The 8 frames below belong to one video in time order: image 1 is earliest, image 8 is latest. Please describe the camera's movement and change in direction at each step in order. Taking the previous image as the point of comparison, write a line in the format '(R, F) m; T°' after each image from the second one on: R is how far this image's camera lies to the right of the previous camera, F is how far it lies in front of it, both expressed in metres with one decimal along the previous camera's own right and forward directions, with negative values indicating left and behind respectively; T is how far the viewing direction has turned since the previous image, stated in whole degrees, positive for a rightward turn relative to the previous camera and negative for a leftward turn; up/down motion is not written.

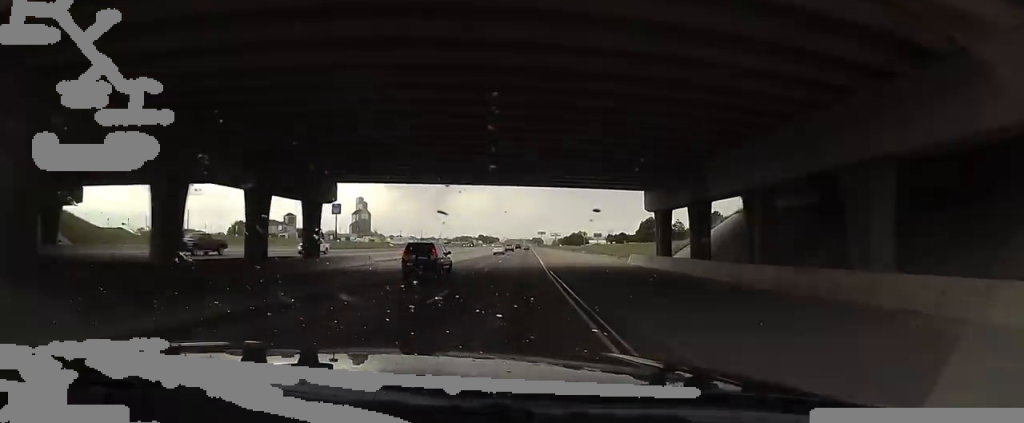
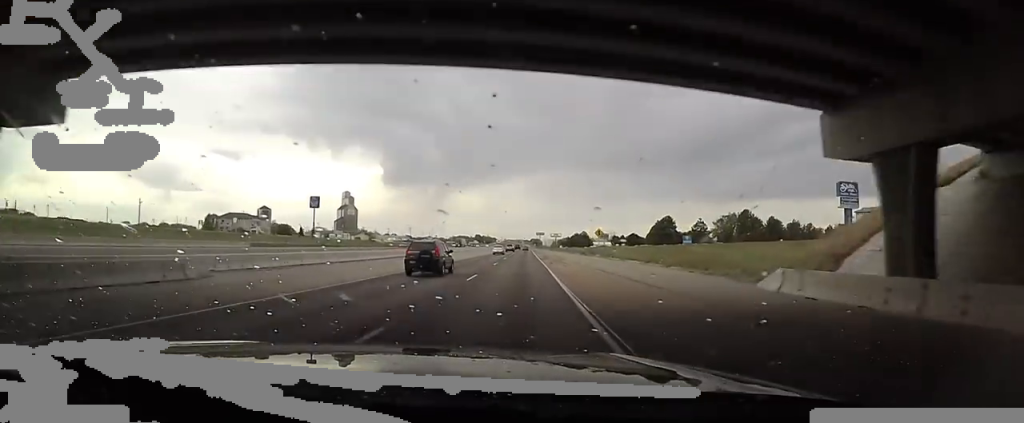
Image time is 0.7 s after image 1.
(0.0, +22.6) m; +2°
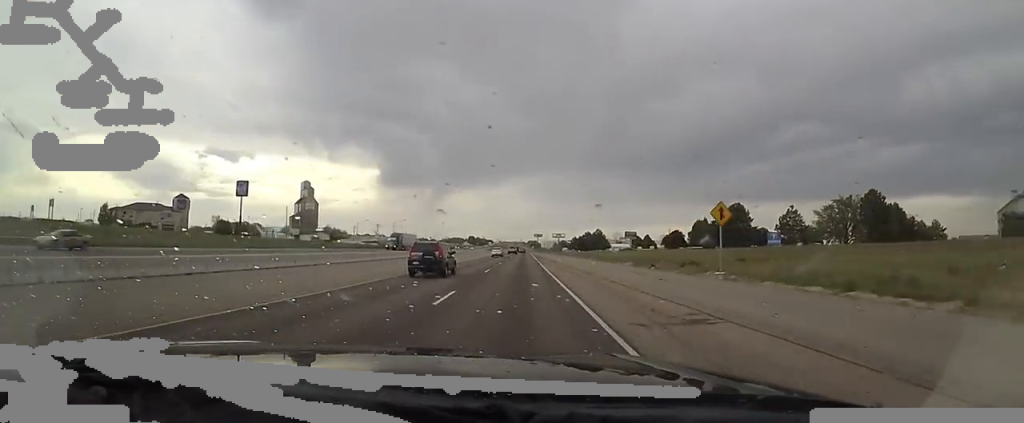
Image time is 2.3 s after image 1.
(+1.3, +53.2) m; +1°
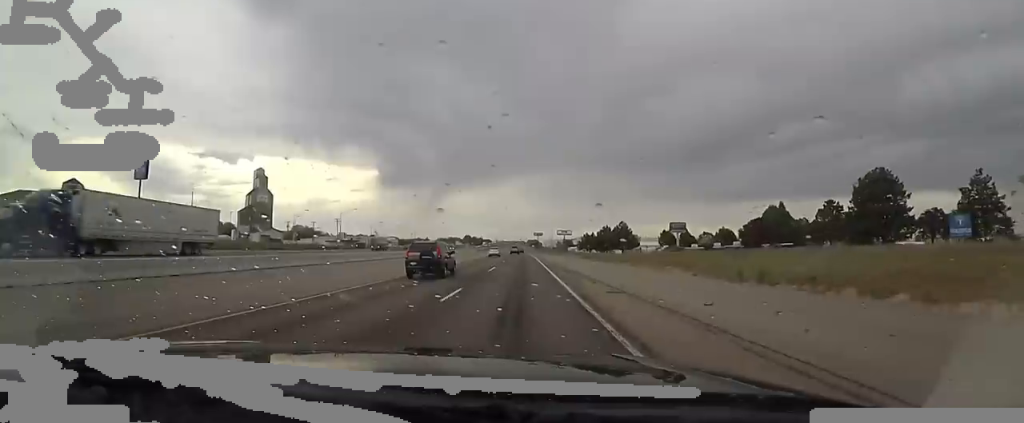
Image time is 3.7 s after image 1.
(+0.2, +44.6) m; 0°
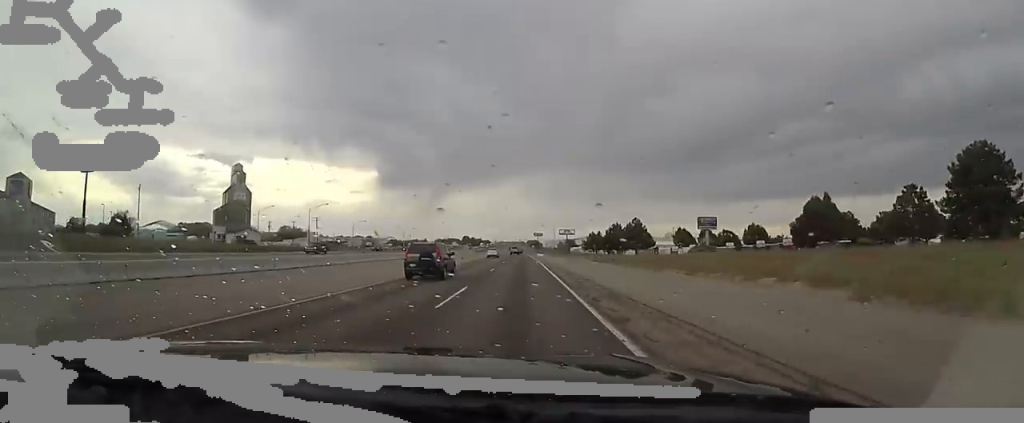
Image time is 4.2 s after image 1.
(+0.2, +16.4) m; -1°
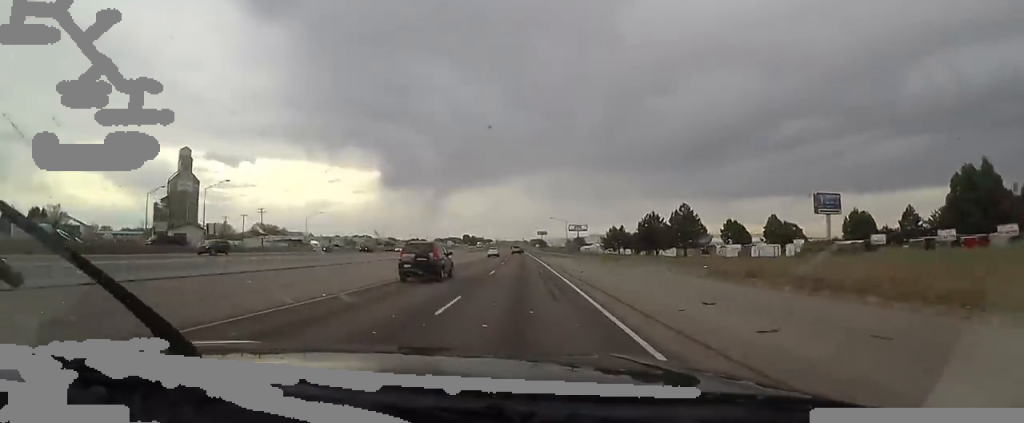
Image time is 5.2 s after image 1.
(-1.4, +34.1) m; -2°
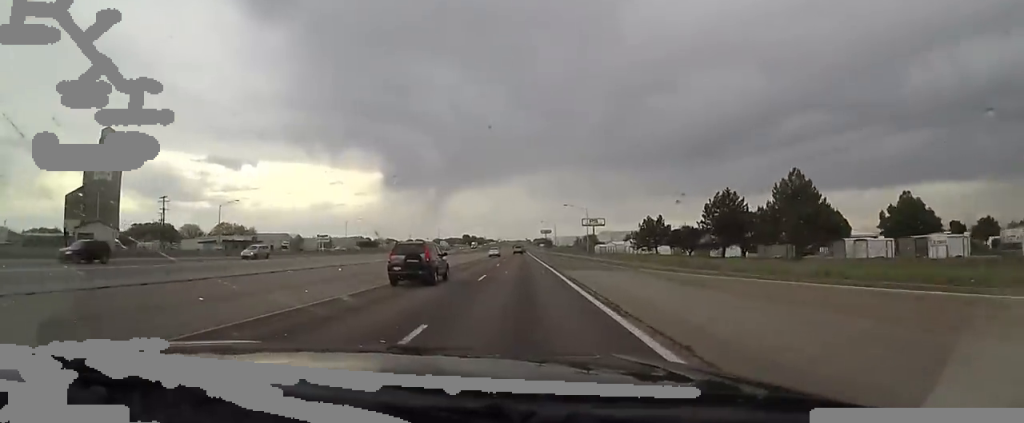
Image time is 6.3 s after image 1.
(+0.5, +35.3) m; +2°
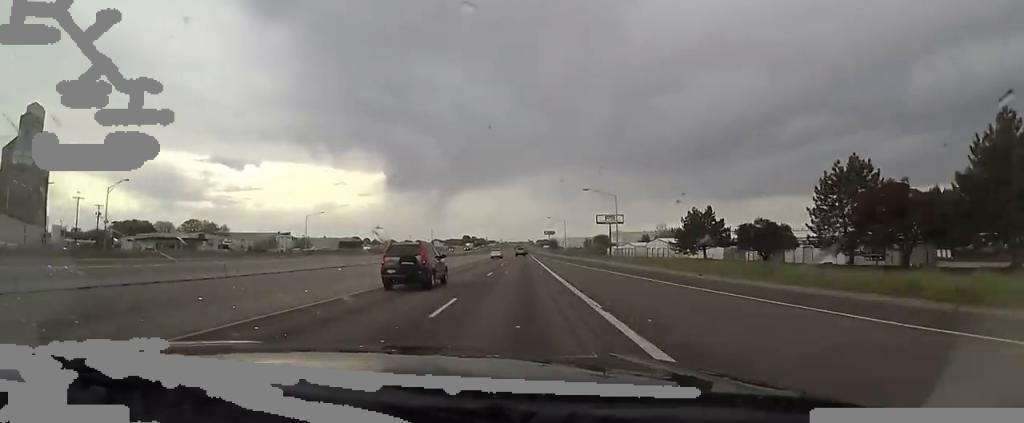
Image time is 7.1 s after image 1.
(+1.1, +25.4) m; 0°
